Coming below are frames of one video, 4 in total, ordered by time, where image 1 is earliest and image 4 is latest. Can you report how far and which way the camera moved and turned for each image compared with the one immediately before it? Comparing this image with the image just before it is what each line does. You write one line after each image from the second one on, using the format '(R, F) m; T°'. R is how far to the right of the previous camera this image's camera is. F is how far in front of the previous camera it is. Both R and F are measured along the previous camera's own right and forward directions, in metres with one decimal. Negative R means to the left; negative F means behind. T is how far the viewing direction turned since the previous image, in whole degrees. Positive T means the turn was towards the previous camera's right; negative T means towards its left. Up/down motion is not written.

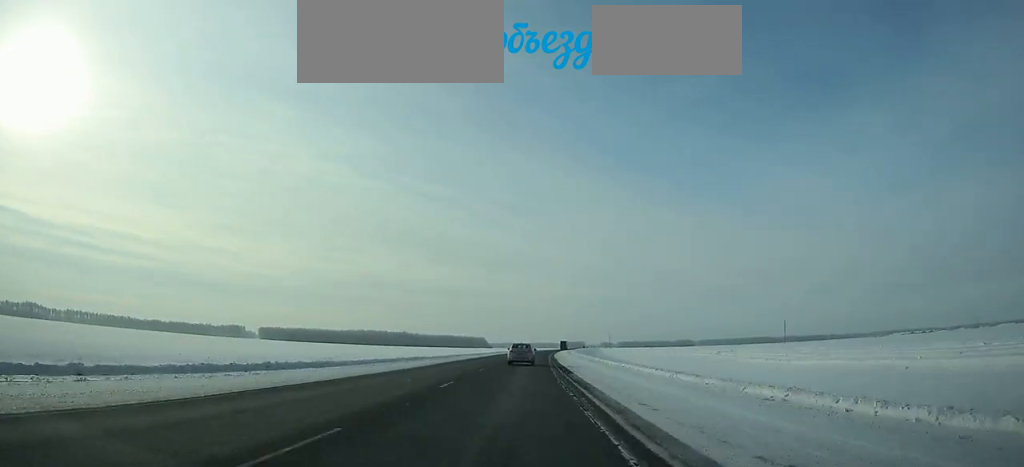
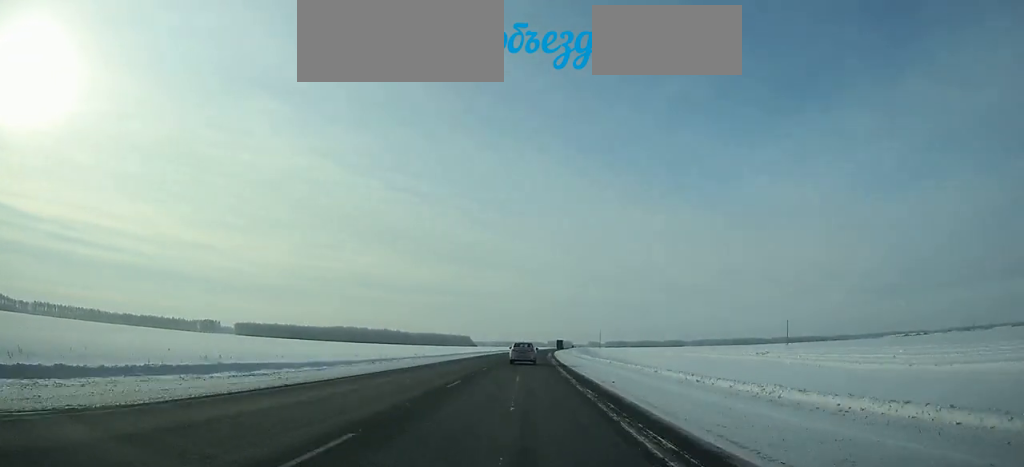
(+0.5, +36.1) m; +1°
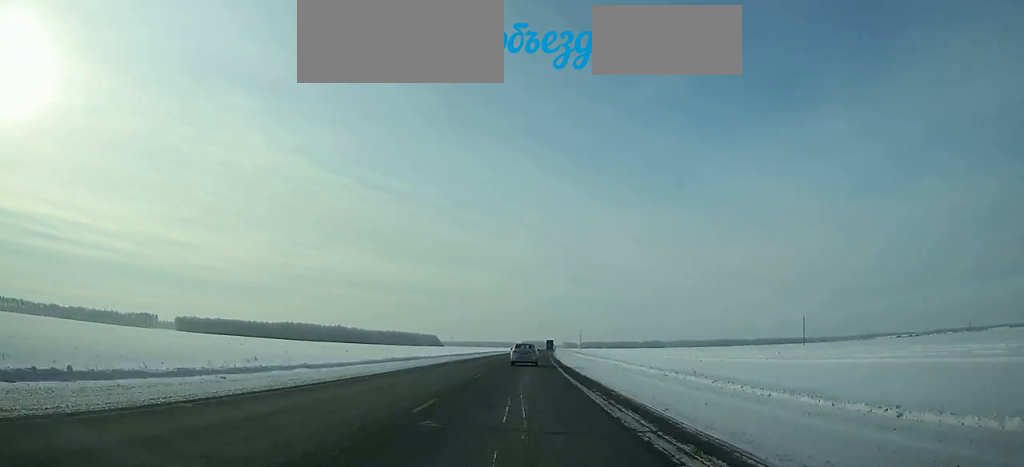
(+2.6, +88.6) m; +3°
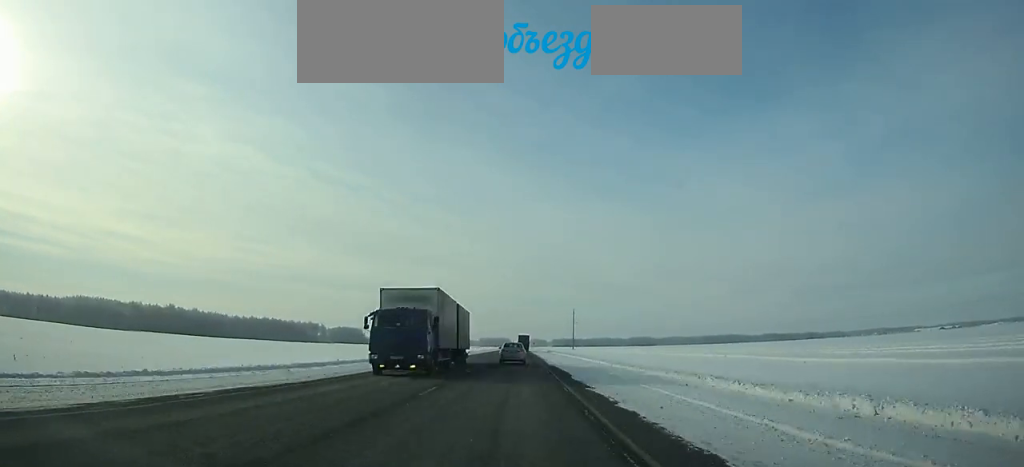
(+7.3, +303.4) m; +1°
